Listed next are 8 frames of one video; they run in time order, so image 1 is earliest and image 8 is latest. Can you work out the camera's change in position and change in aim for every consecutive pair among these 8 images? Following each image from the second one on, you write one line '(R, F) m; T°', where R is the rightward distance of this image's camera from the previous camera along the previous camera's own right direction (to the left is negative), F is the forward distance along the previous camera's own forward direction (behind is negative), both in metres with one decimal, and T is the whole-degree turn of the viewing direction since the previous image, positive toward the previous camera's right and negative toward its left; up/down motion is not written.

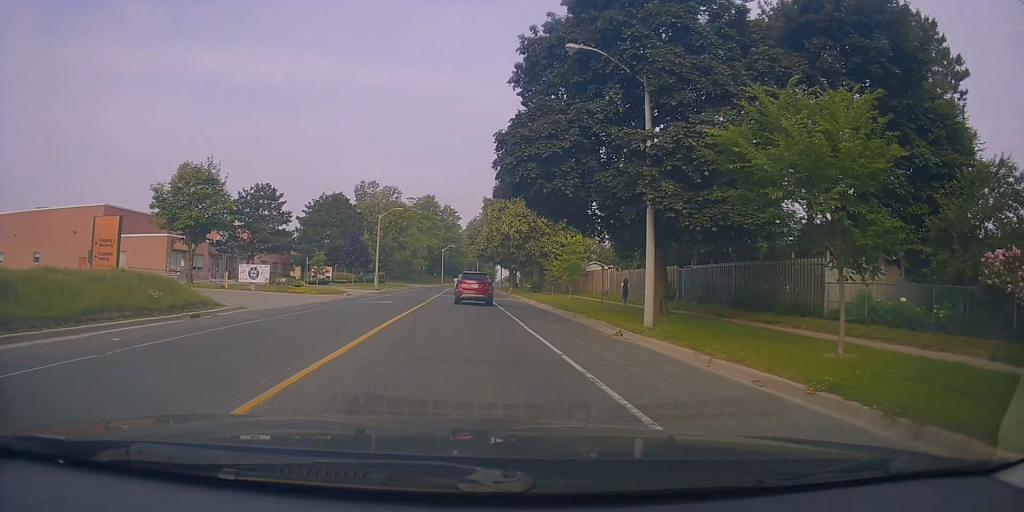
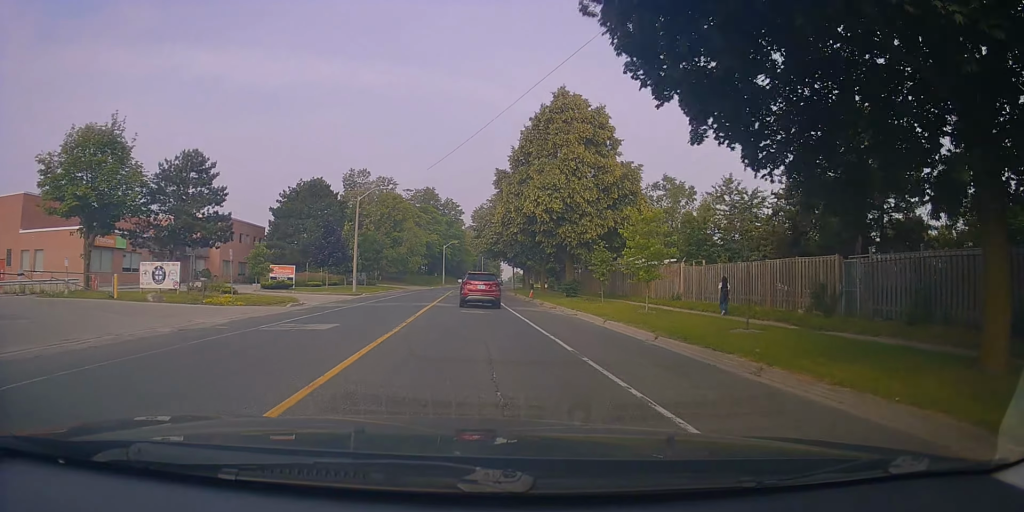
(-0.2, +14.3) m; -2°
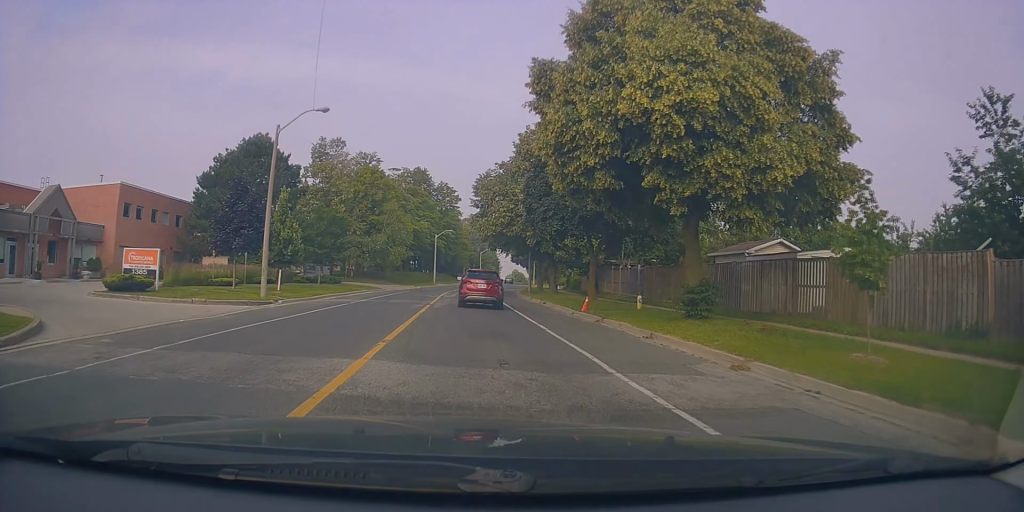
(-0.1, +20.8) m; +1°
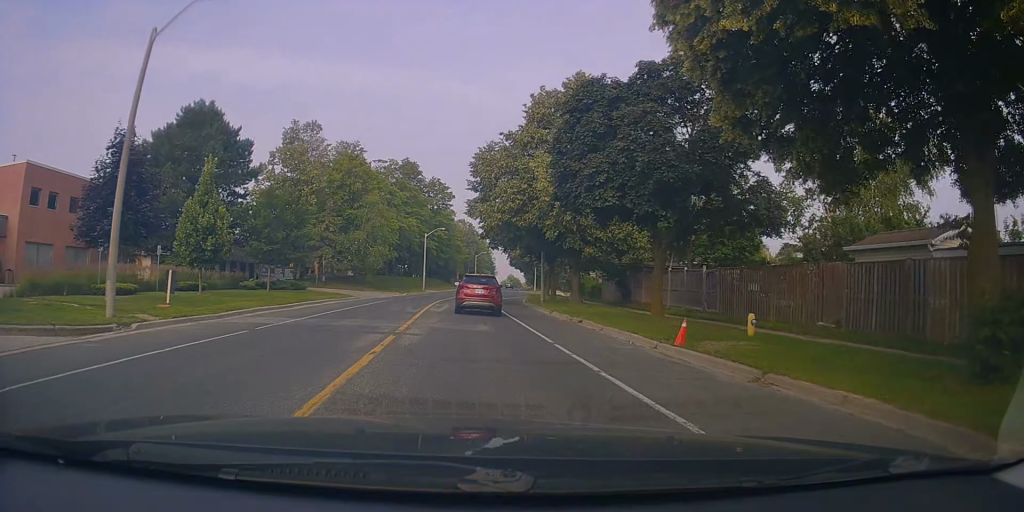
(+0.4, +11.5) m; 0°
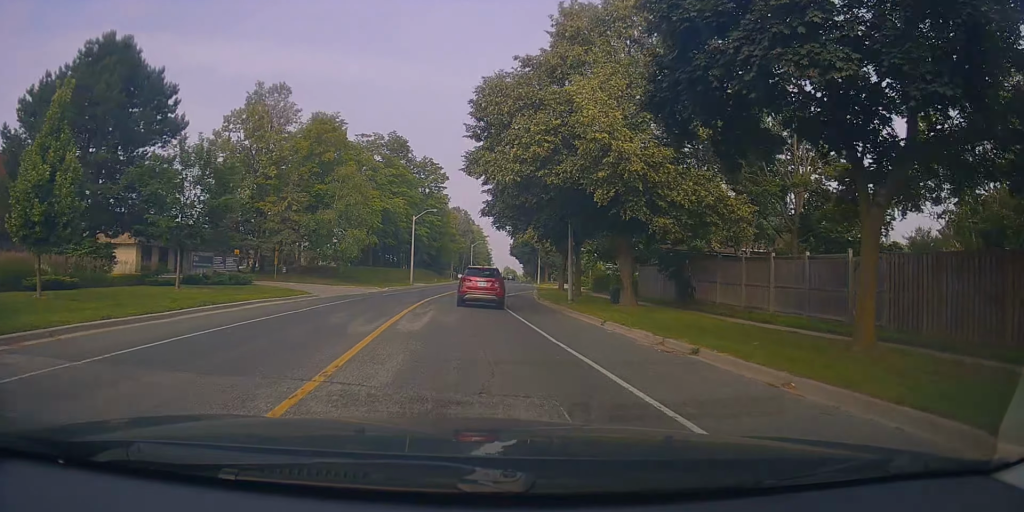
(-0.5, +11.8) m; 0°
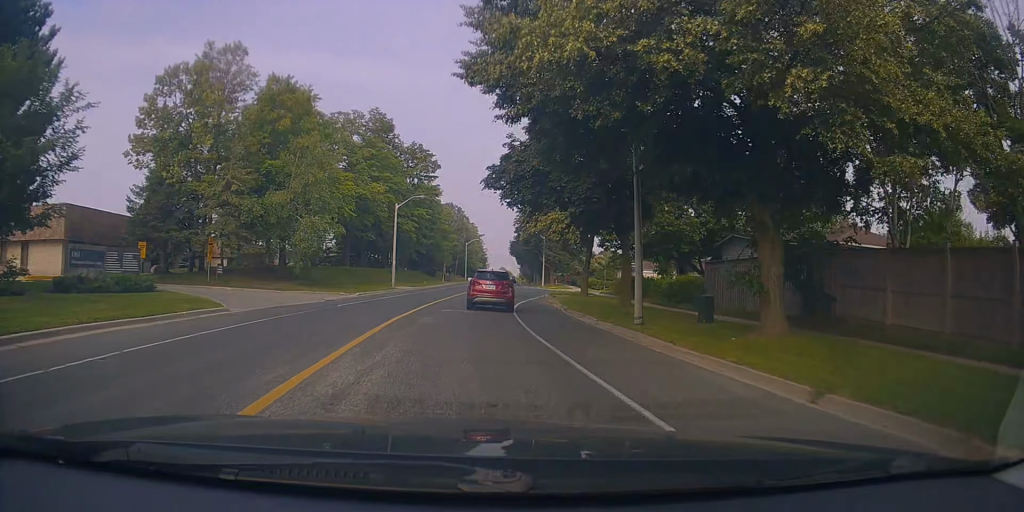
(+0.3, +12.0) m; +4°
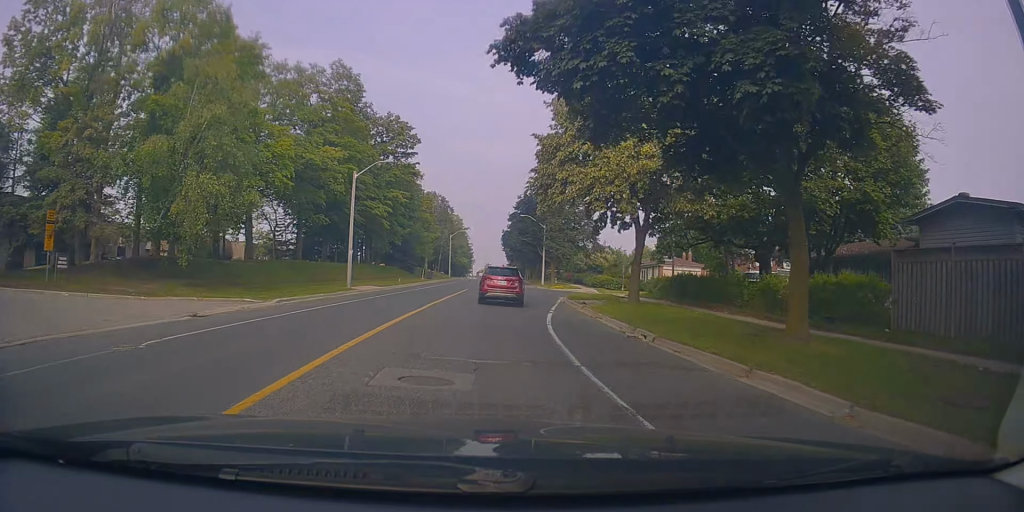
(+0.6, +14.5) m; +1°
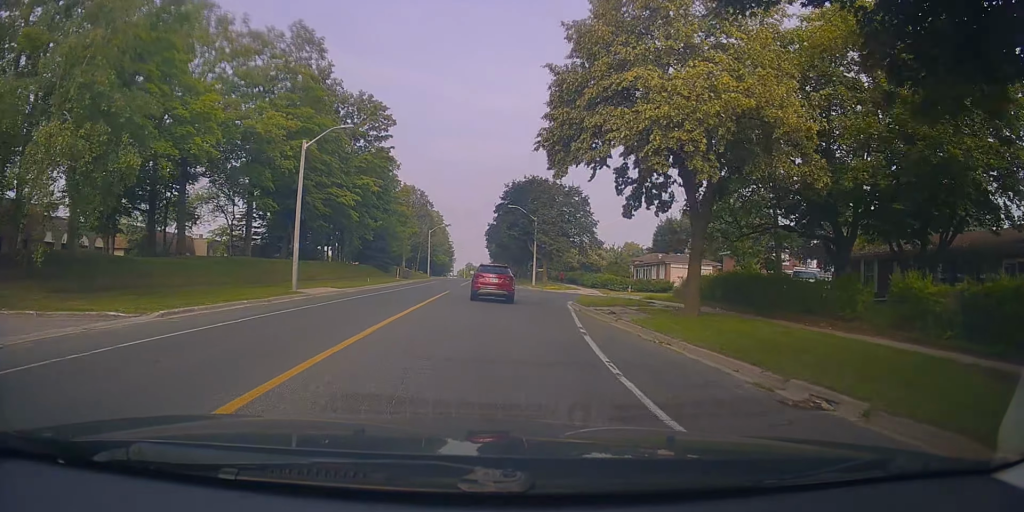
(-0.4, +8.6) m; 0°
